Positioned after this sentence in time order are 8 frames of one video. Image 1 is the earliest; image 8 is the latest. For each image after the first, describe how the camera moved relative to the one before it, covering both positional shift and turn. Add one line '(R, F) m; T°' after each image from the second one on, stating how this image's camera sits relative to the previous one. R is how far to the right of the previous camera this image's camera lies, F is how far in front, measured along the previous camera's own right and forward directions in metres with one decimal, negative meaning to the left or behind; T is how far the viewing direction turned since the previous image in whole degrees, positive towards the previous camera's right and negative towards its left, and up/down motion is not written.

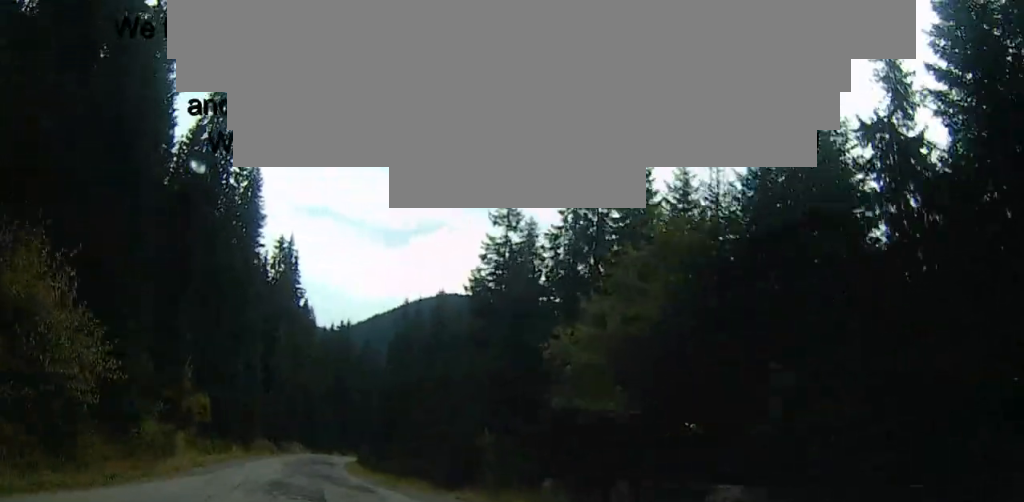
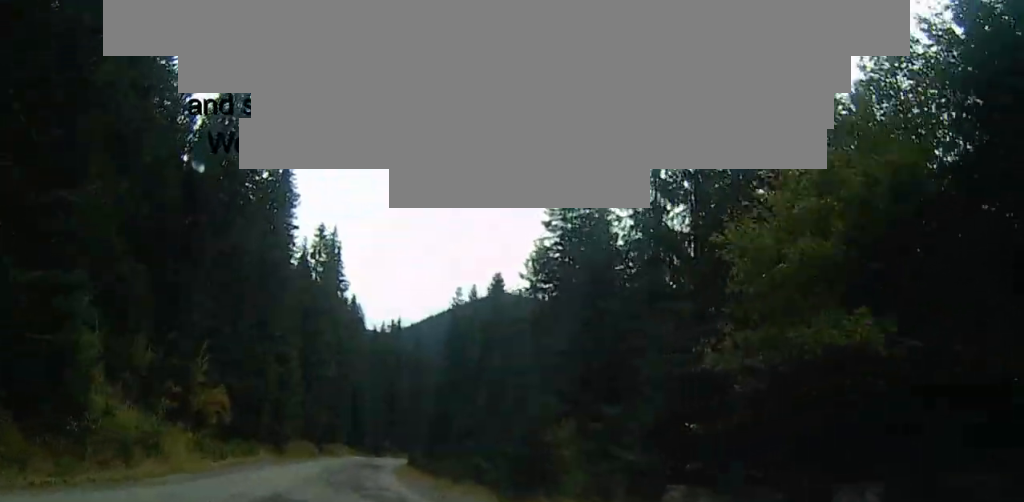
(-0.2, +6.6) m; -5°
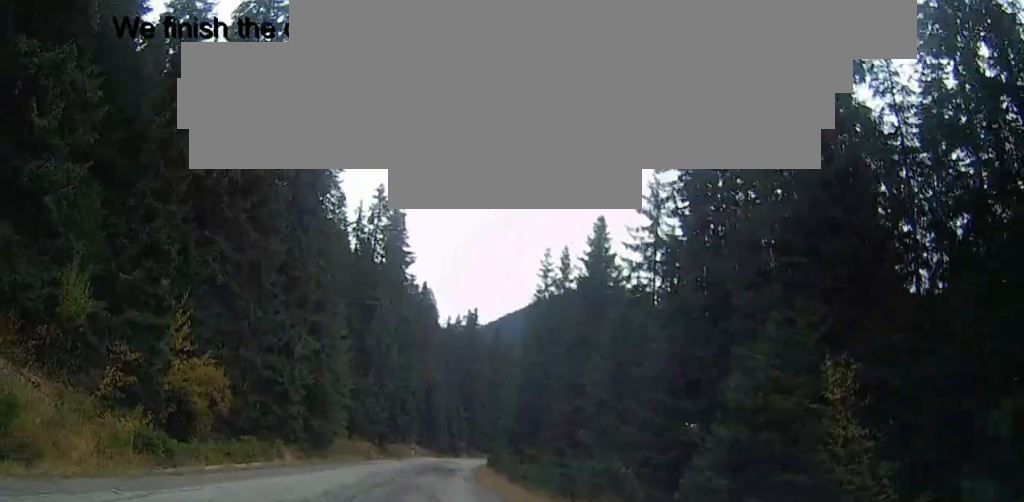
(-1.4, +12.5) m; -7°
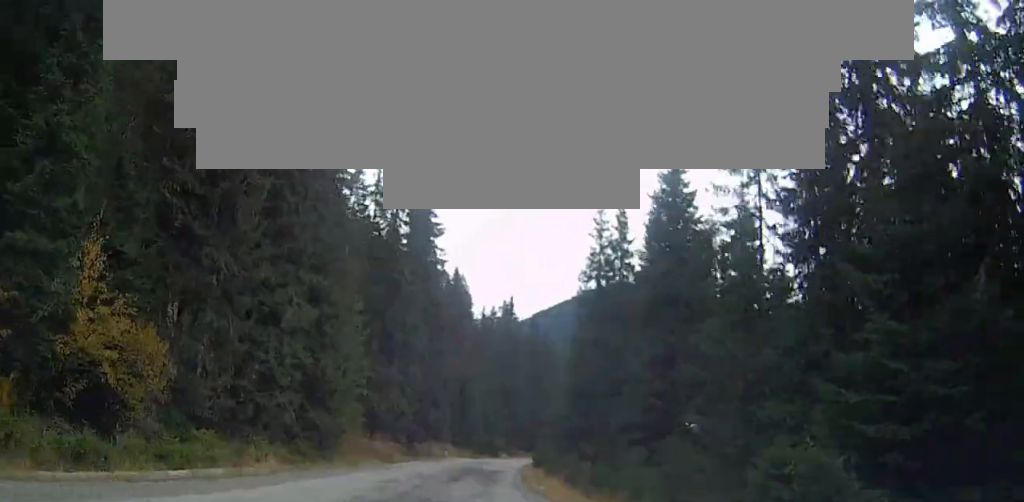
(+0.1, +9.3) m; -5°
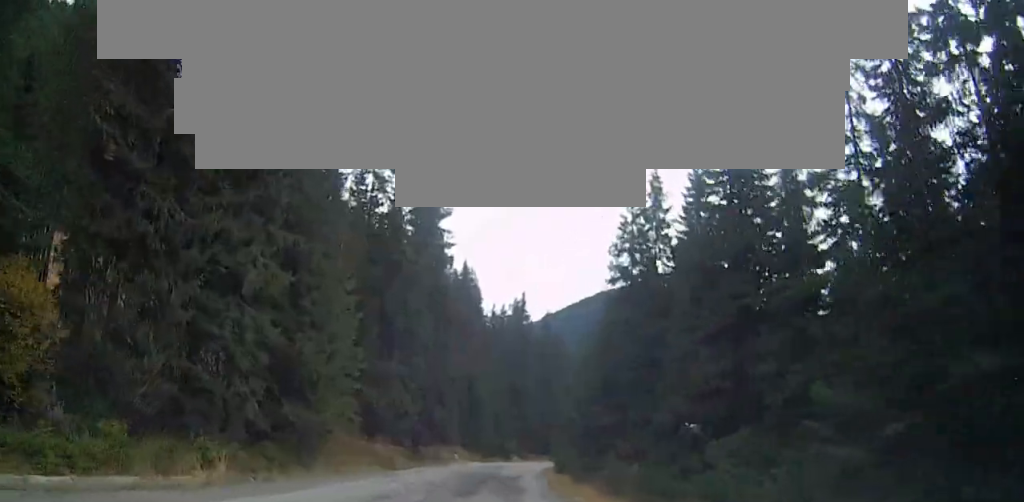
(0.0, +6.5) m; -3°
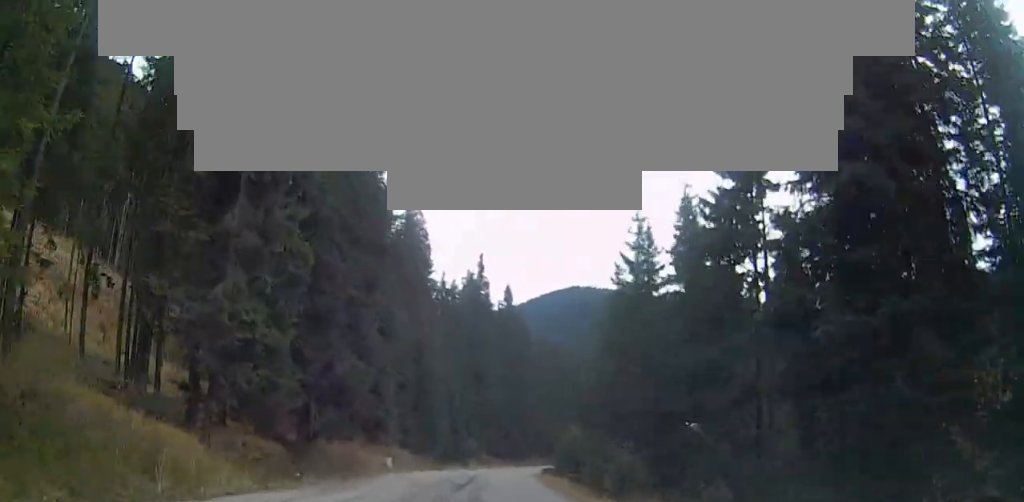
(-1.1, +26.0) m; 0°
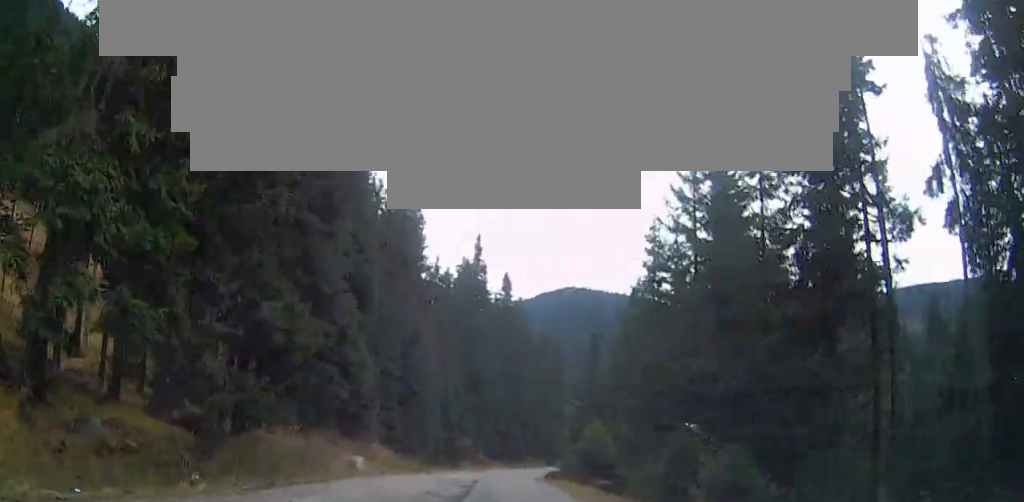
(-0.1, +8.7) m; 0°
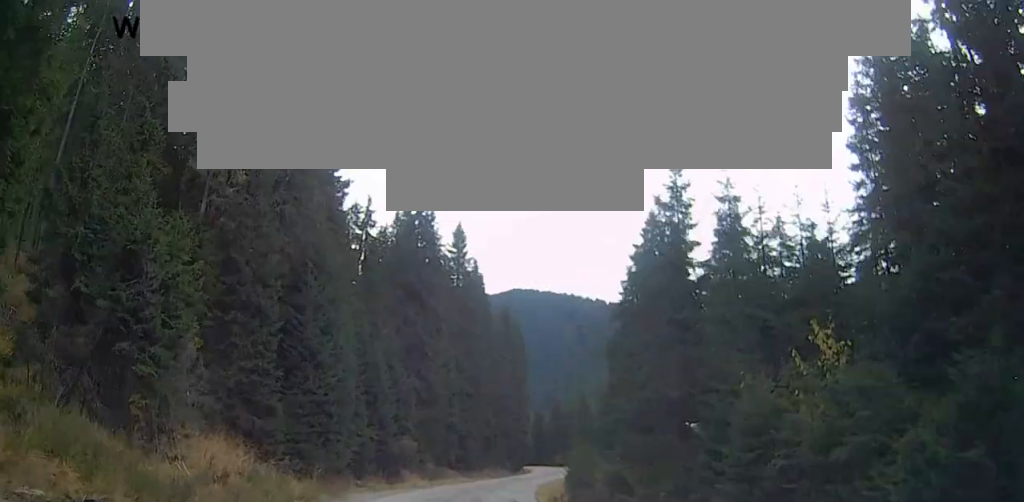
(+0.4, +27.0) m; +4°
